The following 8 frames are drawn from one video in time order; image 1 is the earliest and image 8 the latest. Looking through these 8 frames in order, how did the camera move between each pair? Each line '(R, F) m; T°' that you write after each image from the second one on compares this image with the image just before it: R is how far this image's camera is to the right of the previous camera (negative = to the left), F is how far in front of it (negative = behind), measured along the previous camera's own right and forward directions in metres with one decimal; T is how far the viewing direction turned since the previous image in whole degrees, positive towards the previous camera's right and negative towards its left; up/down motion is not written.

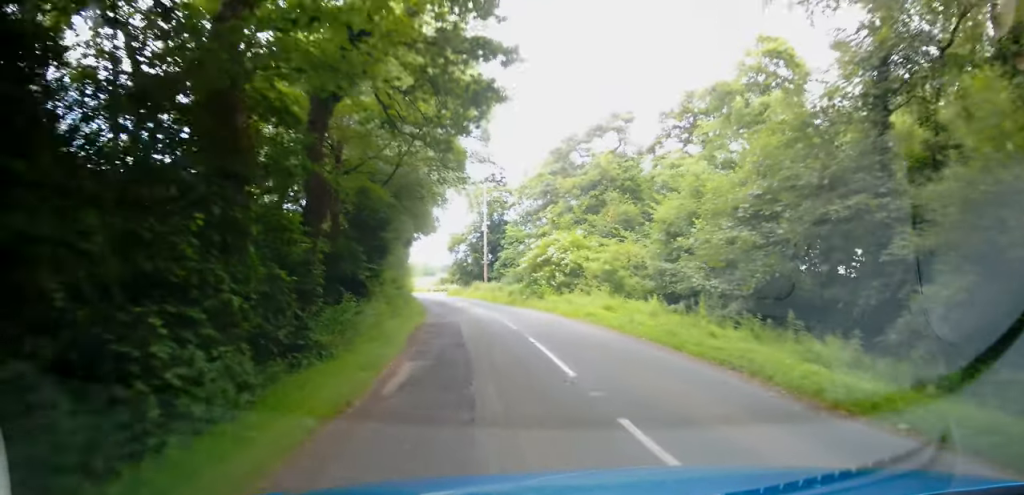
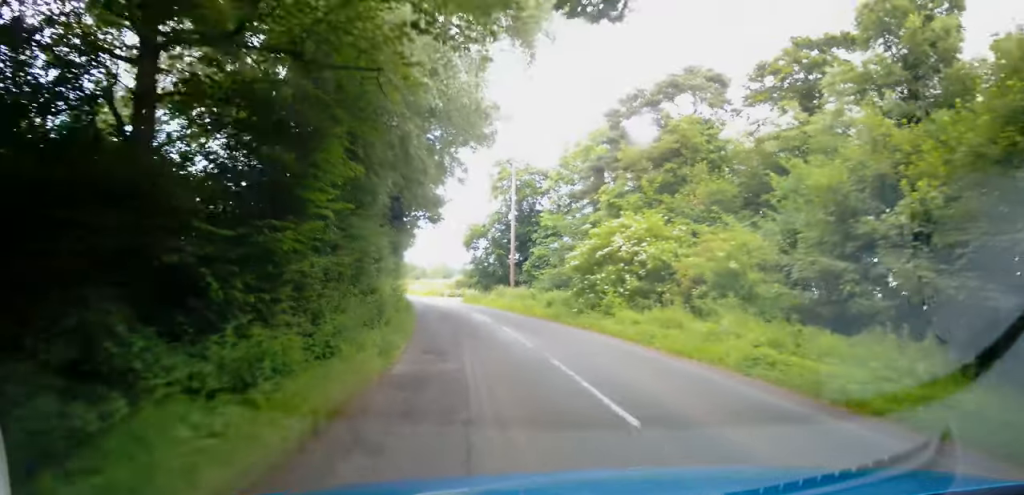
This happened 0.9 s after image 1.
(-0.1, +12.6) m; 0°
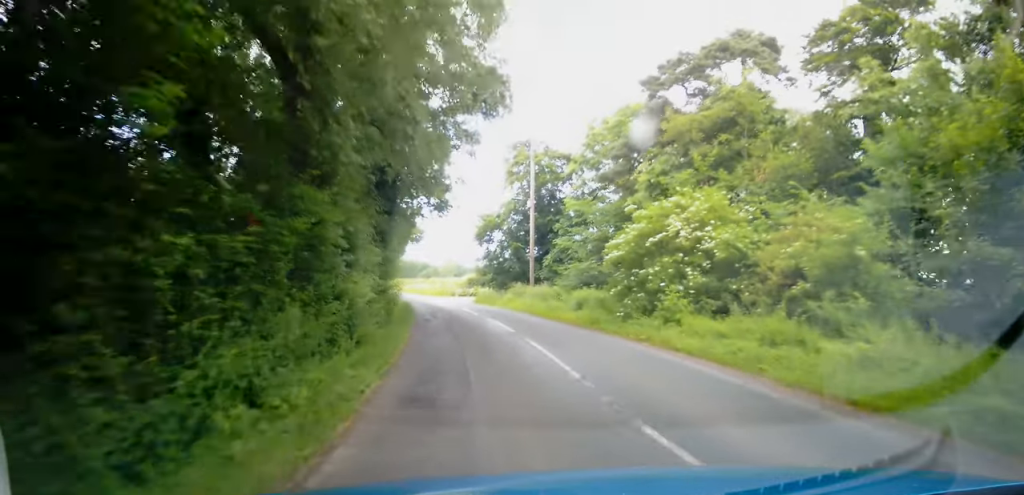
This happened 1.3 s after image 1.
(0.0, +5.5) m; 0°
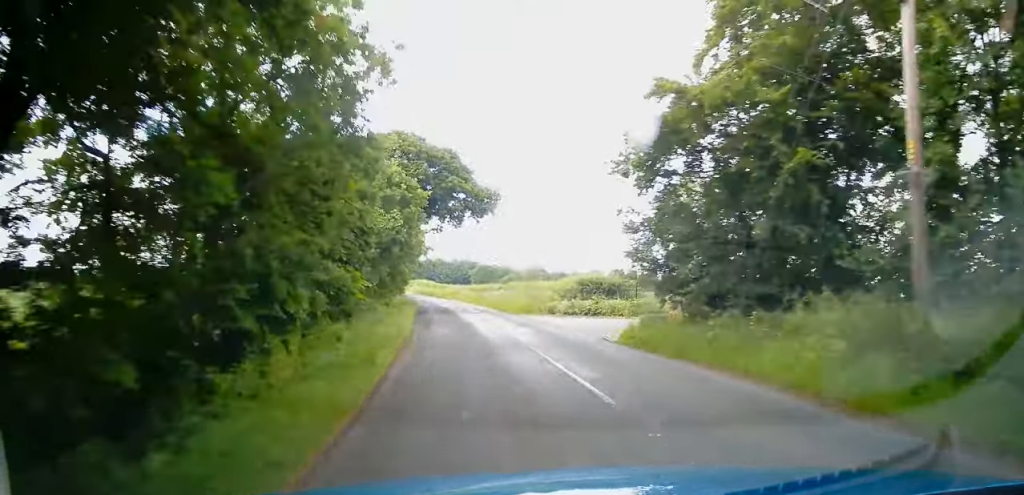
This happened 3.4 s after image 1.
(-1.4, +27.6) m; -7°
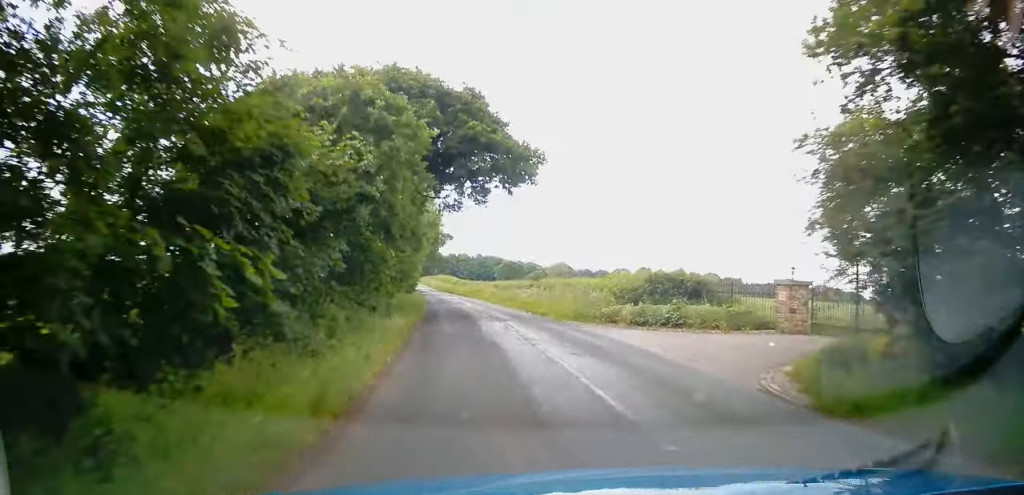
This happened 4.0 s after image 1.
(-0.2, +9.1) m; -2°
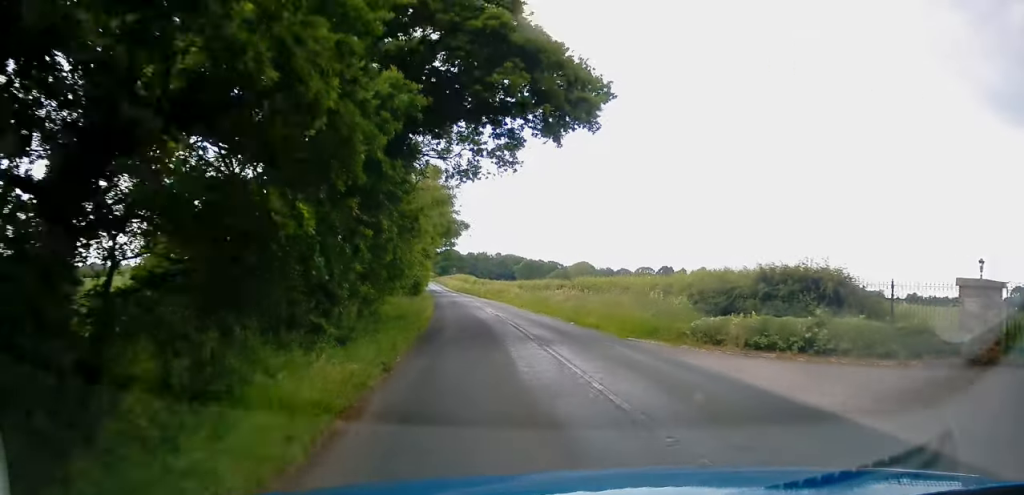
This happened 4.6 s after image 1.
(-0.1, +8.5) m; -2°
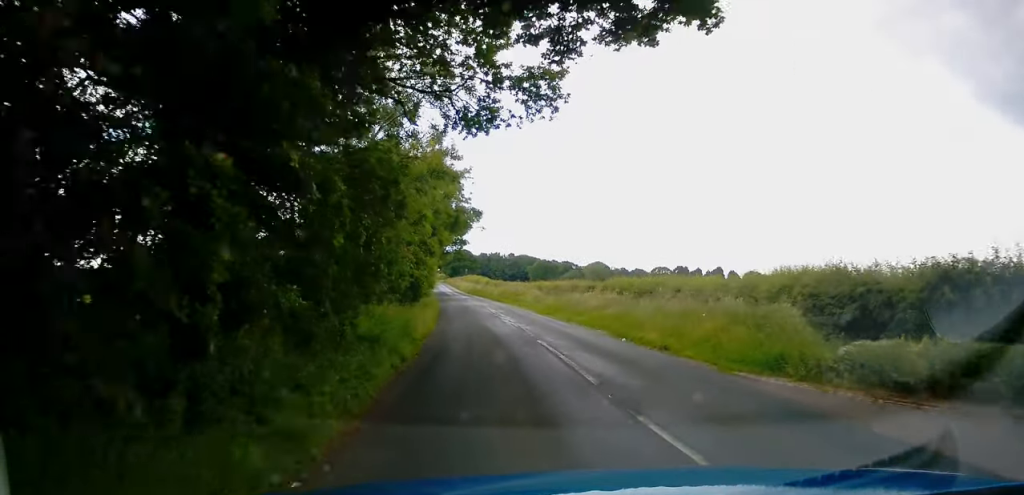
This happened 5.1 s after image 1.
(-0.1, +6.8) m; -2°
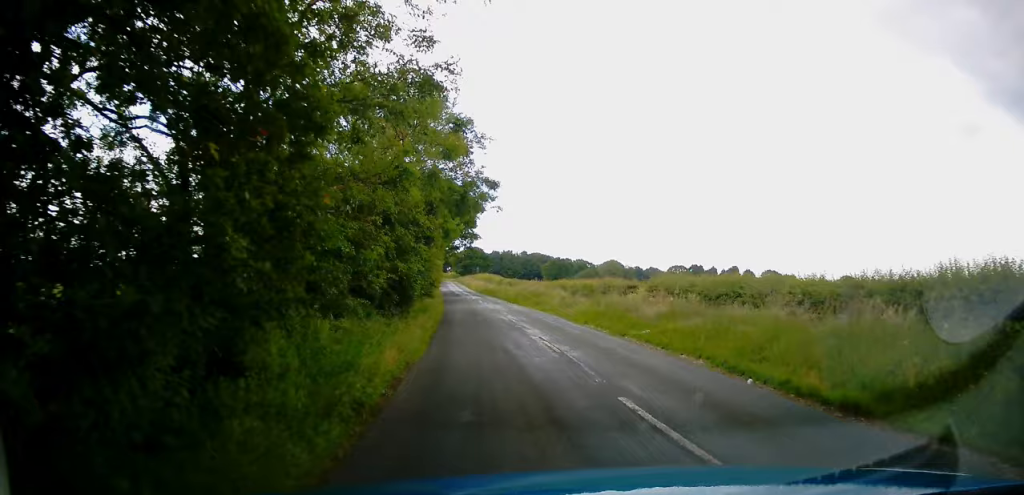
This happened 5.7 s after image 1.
(-0.2, +7.6) m; -1°
